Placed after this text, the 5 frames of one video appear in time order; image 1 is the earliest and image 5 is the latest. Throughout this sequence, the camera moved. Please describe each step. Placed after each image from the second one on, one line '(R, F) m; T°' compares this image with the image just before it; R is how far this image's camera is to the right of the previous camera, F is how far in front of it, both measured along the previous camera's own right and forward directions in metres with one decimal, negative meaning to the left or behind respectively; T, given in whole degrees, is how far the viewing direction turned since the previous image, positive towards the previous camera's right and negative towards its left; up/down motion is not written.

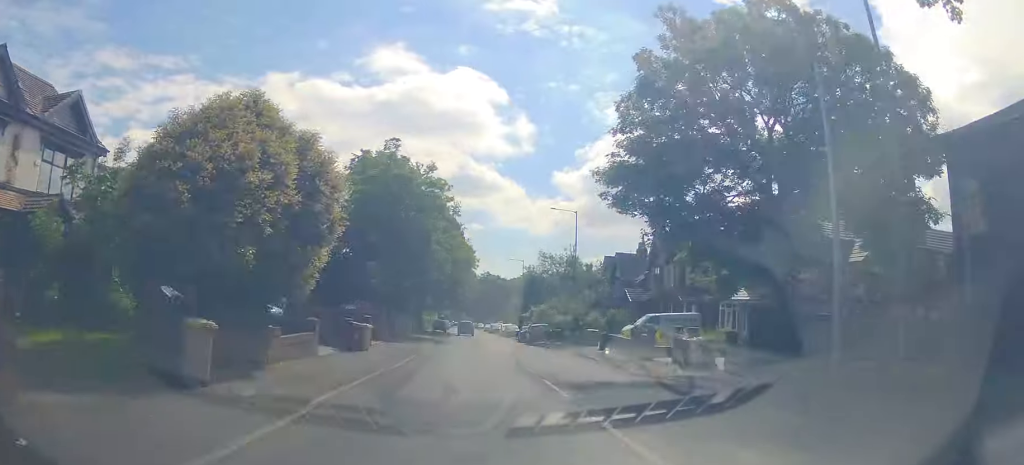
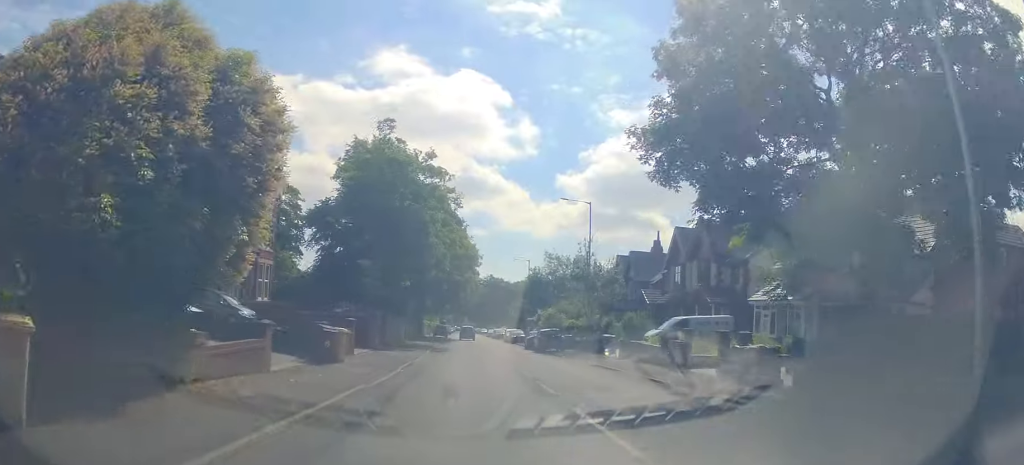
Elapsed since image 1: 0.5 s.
(-0.1, +4.4) m; +1°
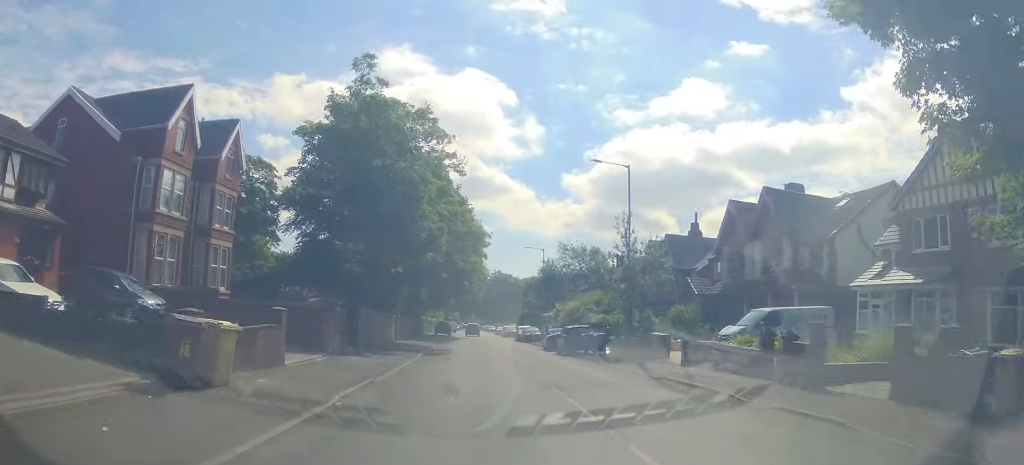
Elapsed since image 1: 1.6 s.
(+0.2, +9.2) m; -4°
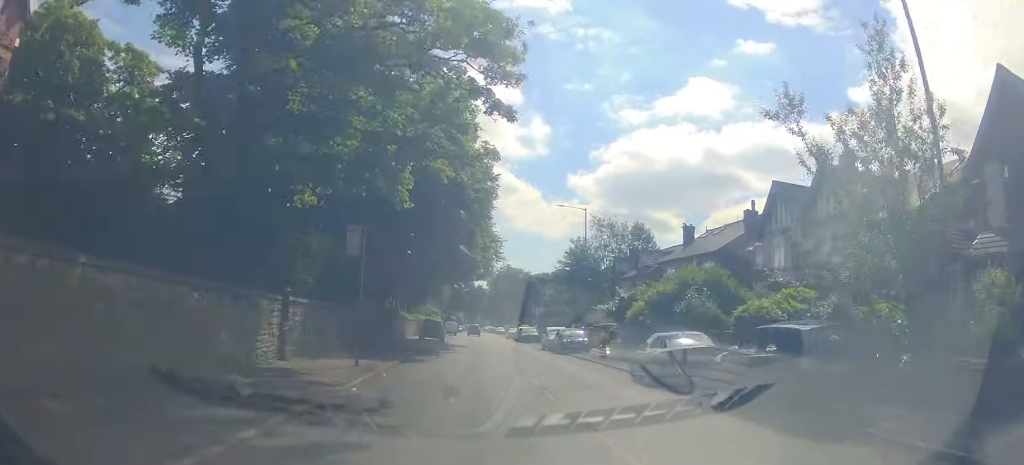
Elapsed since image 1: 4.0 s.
(-0.8, +22.3) m; +2°
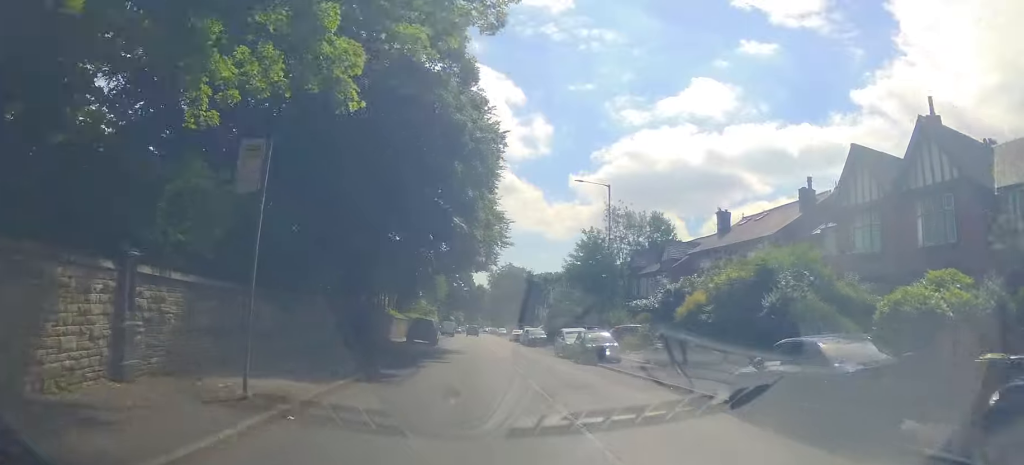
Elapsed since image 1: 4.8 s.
(+0.1, +7.5) m; +1°
